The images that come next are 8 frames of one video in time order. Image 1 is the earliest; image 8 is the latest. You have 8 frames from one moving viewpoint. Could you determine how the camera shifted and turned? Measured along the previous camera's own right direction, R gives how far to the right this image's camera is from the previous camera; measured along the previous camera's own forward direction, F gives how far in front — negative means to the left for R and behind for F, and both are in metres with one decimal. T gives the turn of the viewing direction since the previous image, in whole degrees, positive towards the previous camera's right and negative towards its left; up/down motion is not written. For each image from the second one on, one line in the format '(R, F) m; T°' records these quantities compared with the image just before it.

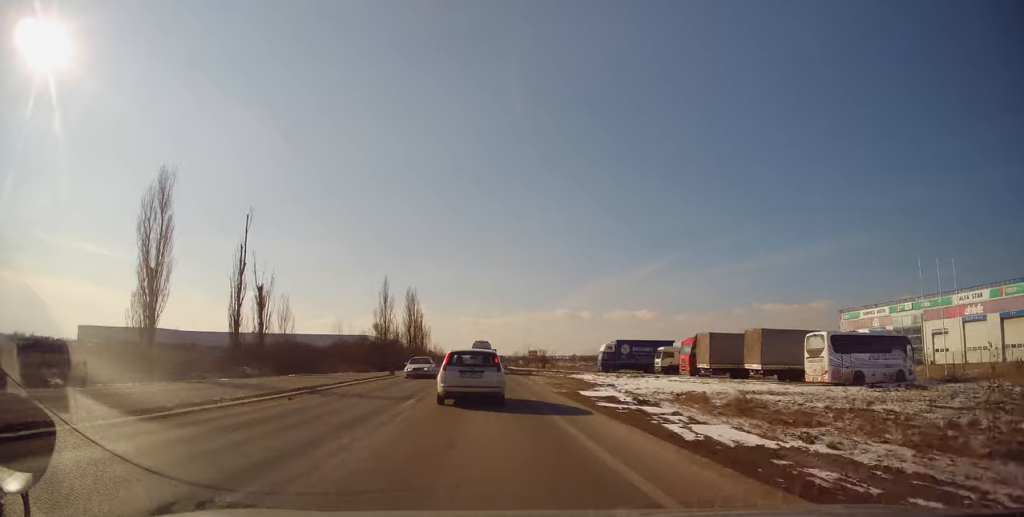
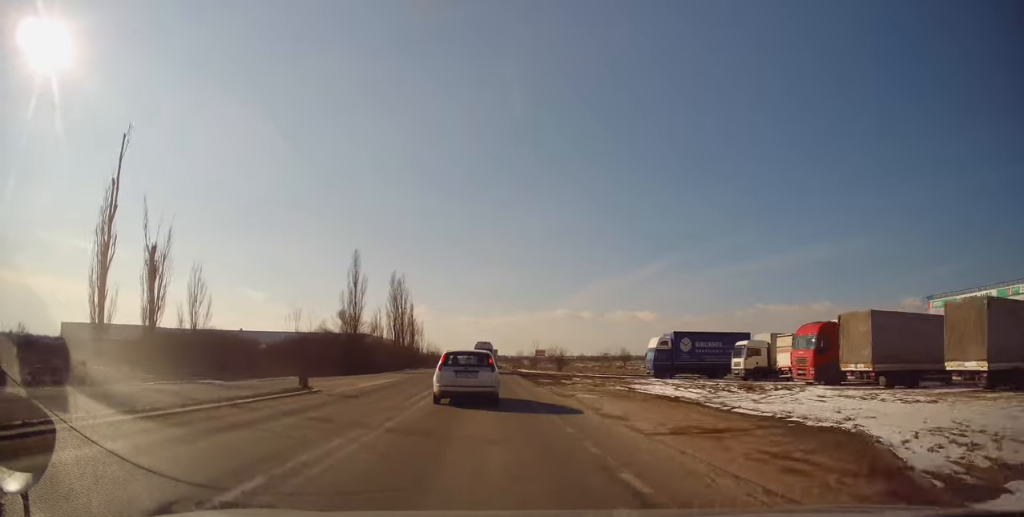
(0.0, +19.2) m; +1°
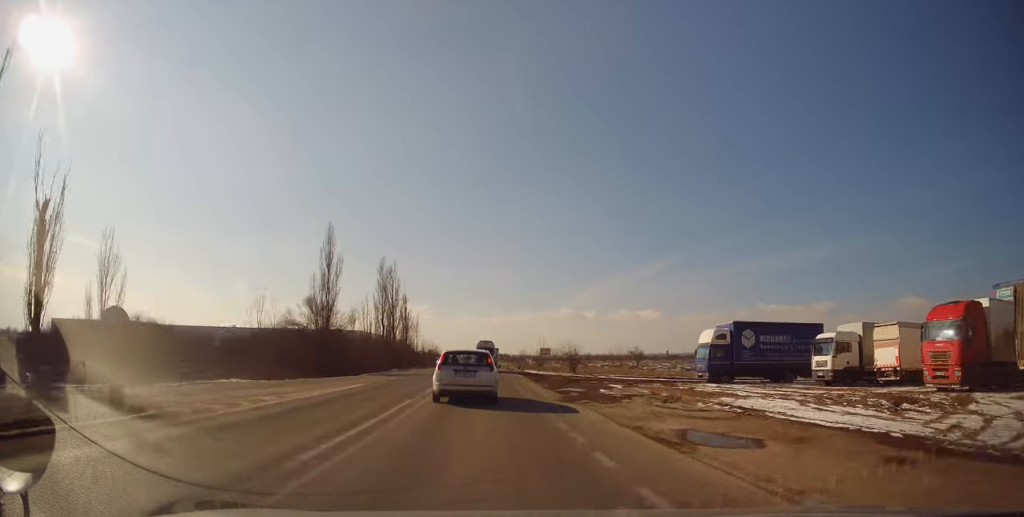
(+0.1, +11.0) m; +1°
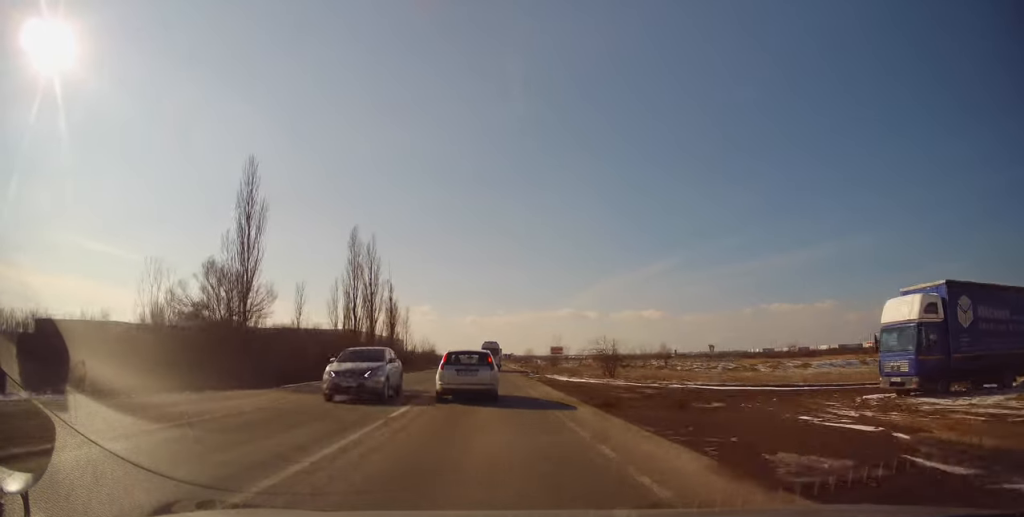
(+0.1, +17.9) m; -1°
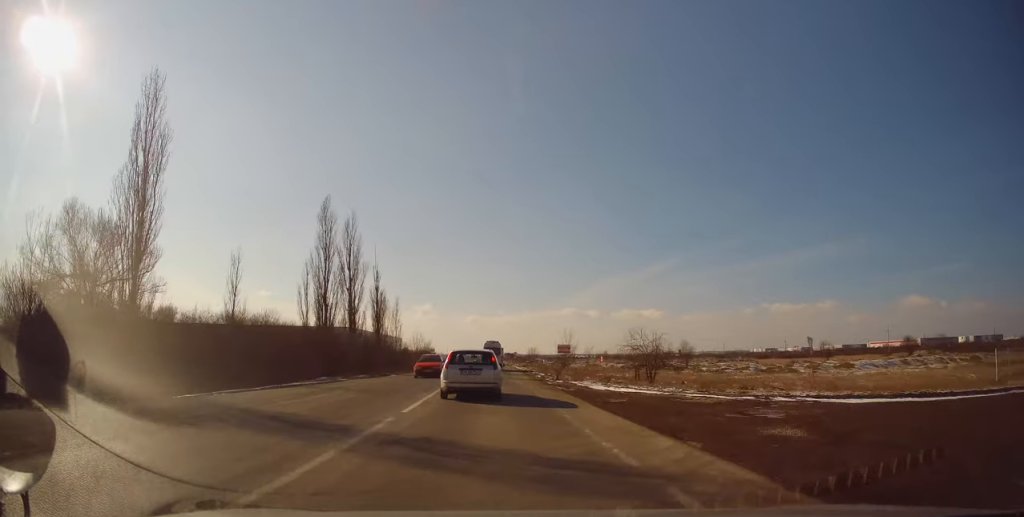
(-0.2, +11.1) m; 0°
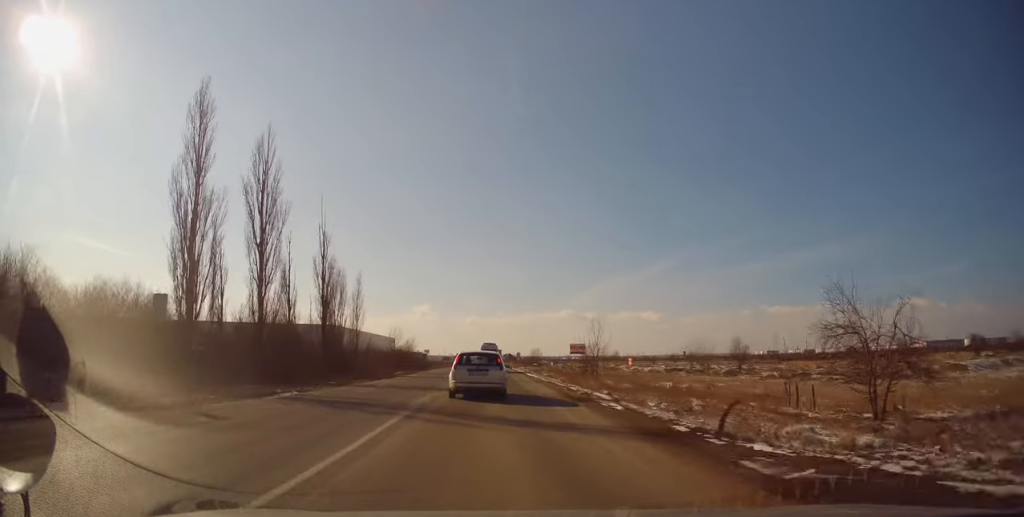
(0.0, +22.4) m; +1°
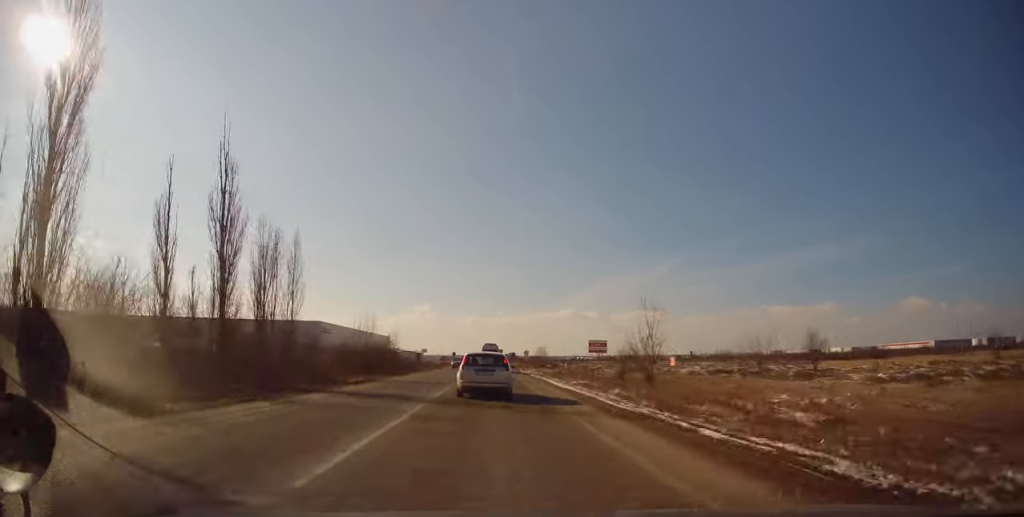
(+0.2, +19.0) m; 0°
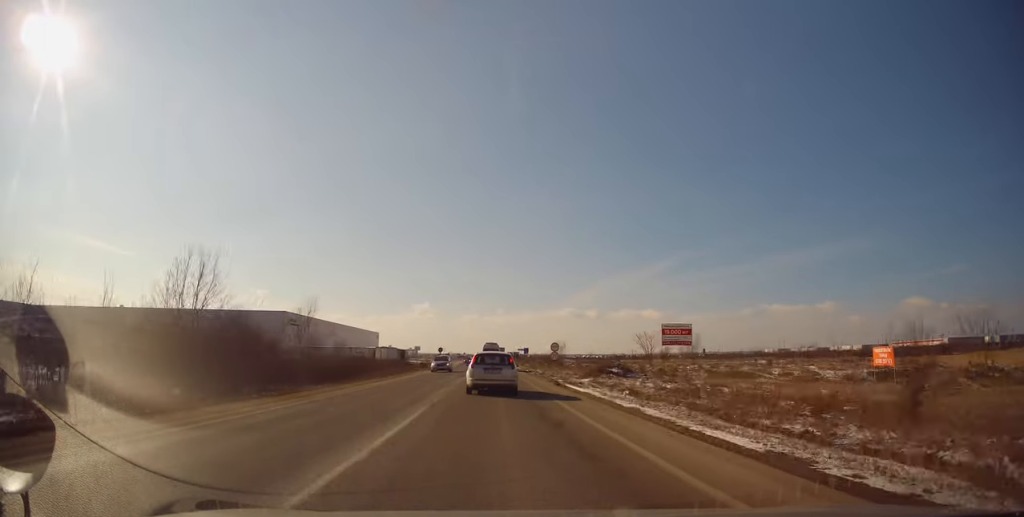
(-0.6, +36.3) m; -1°
